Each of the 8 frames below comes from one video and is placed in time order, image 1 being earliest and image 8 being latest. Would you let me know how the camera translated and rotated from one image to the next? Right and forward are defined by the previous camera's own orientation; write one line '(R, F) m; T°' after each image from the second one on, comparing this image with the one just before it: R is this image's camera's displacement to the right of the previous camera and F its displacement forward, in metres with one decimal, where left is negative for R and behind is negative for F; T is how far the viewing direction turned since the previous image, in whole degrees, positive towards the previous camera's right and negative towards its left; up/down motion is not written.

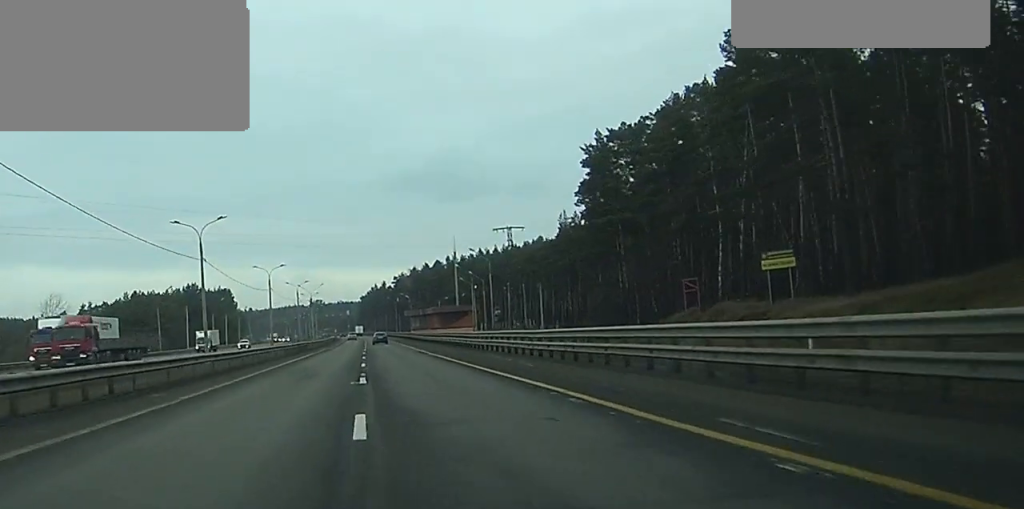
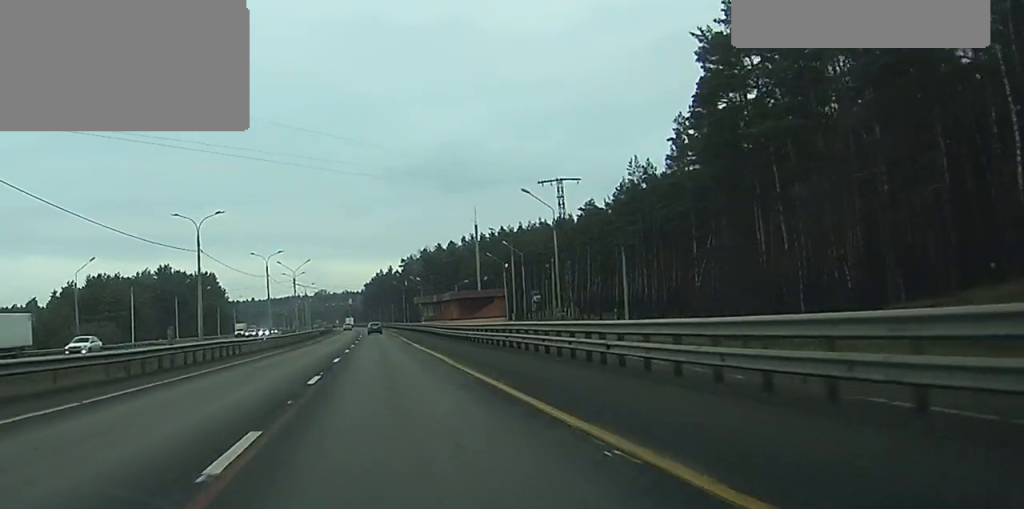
(+0.2, +43.2) m; 0°
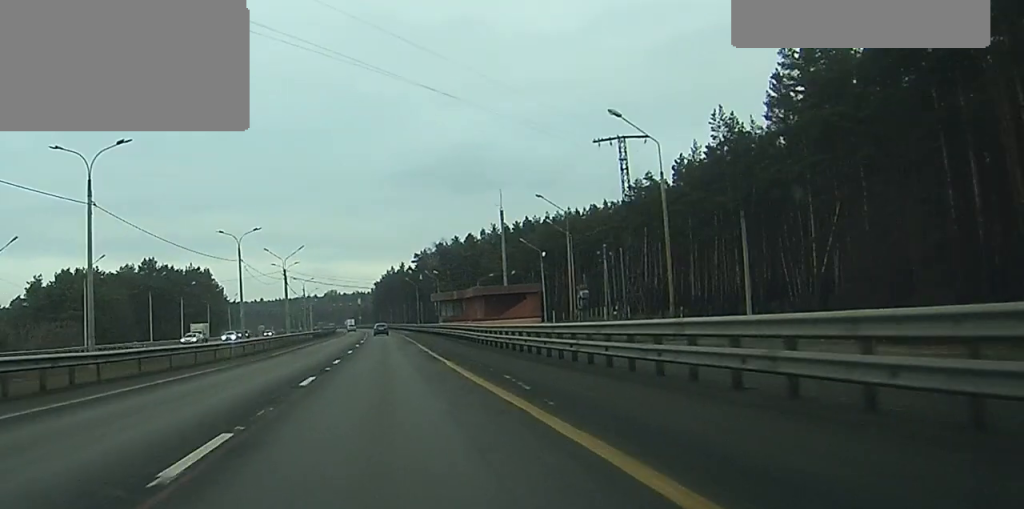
(-0.2, +25.3) m; -1°
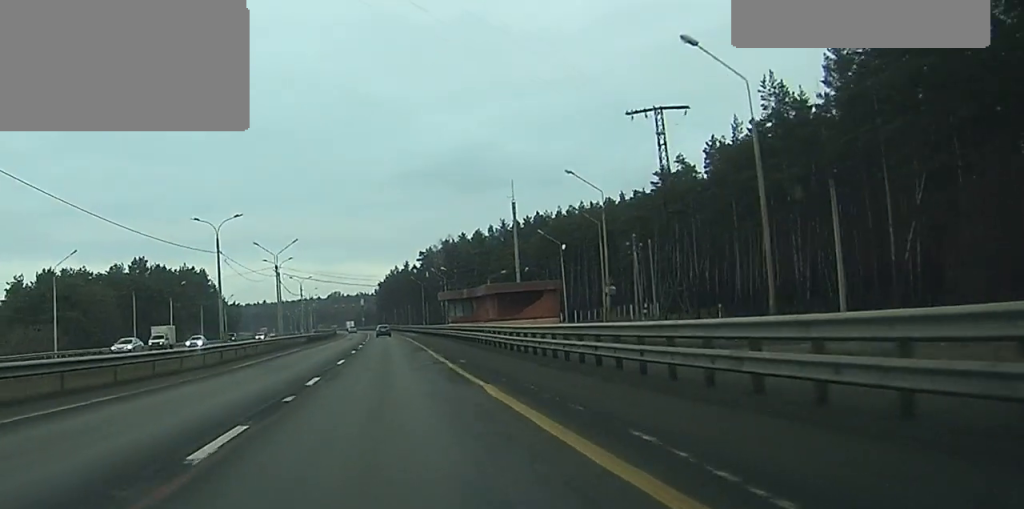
(0.0, +11.1) m; 0°
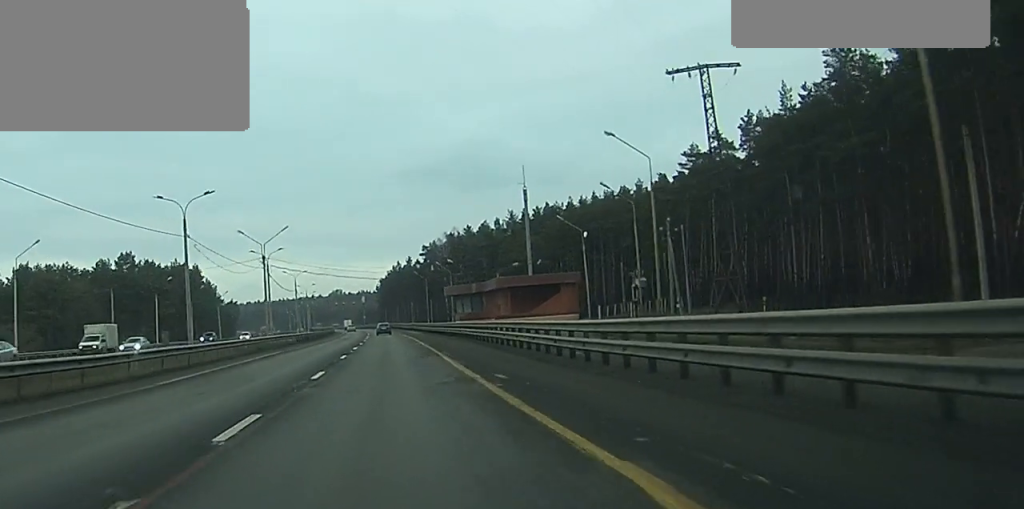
(-0.1, +10.8) m; 0°
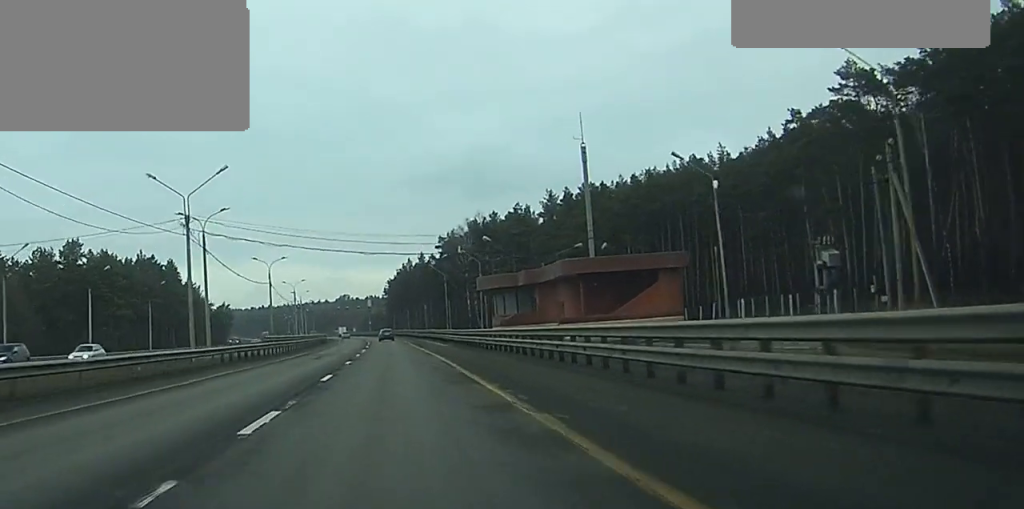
(-0.1, +35.2) m; 0°
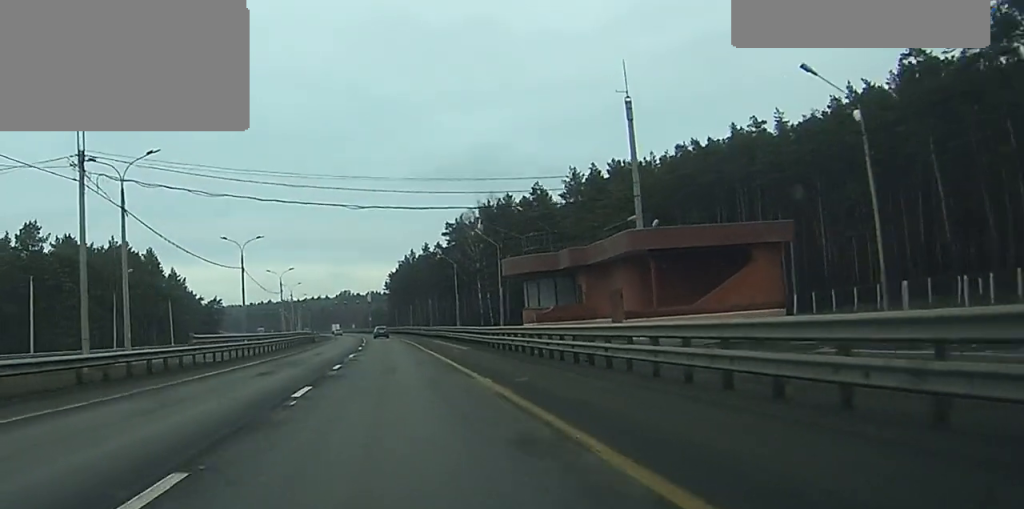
(0.0, +18.0) m; 0°
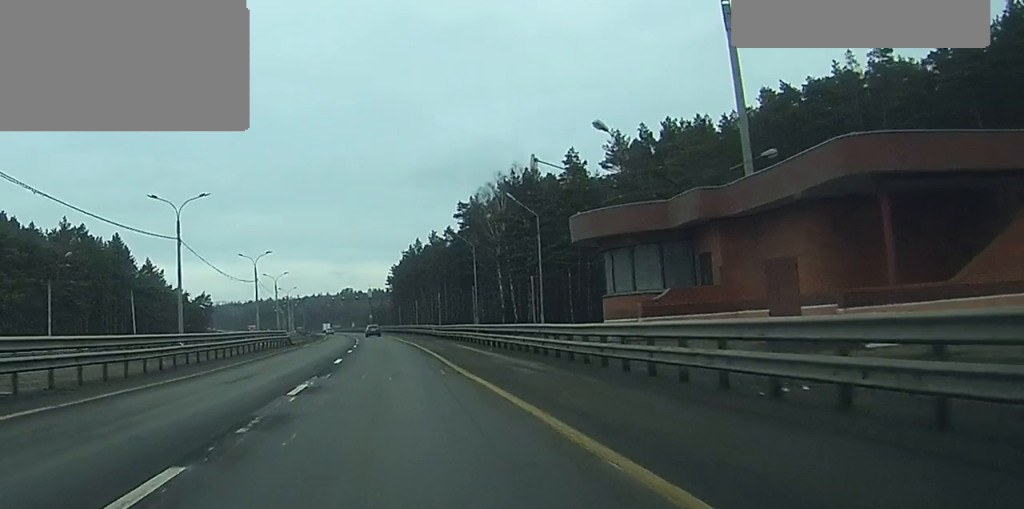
(+0.1, +24.2) m; 0°
